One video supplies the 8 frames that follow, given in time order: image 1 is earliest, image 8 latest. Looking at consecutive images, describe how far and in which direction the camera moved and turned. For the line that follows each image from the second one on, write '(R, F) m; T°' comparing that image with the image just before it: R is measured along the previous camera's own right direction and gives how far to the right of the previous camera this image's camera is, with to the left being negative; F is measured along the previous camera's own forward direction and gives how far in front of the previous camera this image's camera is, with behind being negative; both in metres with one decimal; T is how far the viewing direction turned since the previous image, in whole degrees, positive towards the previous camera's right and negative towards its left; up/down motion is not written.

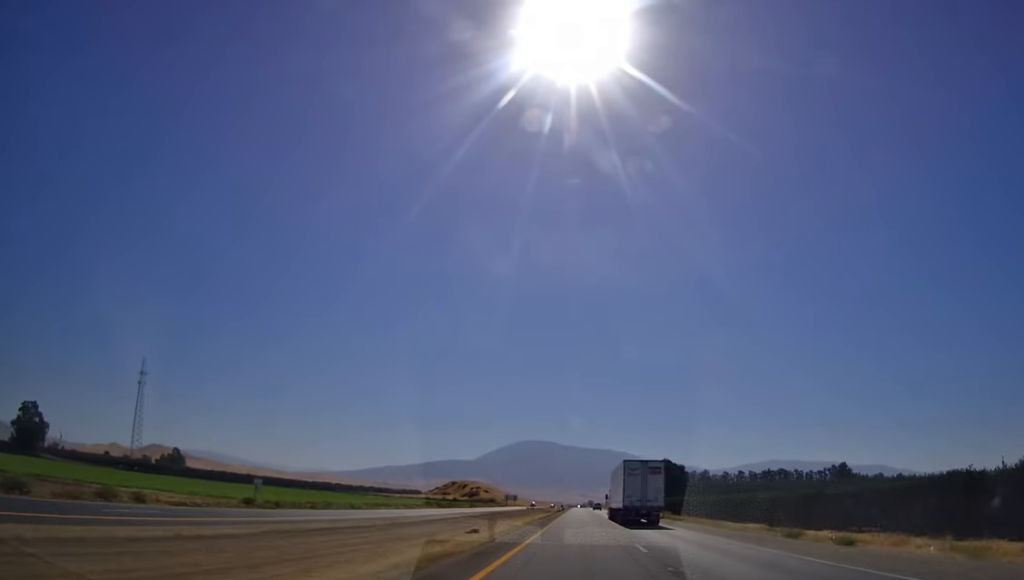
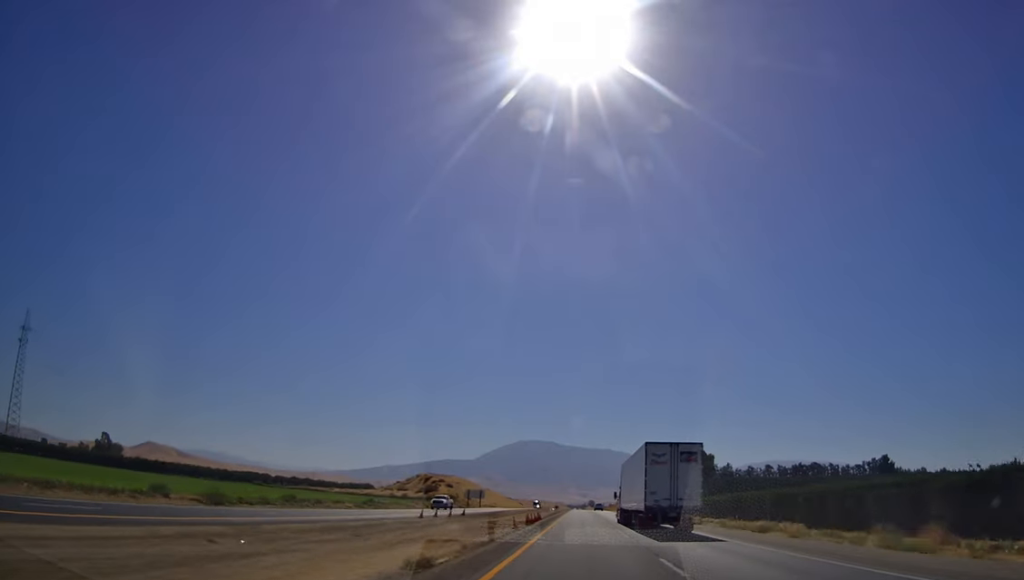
(+0.2, +88.2) m; 0°
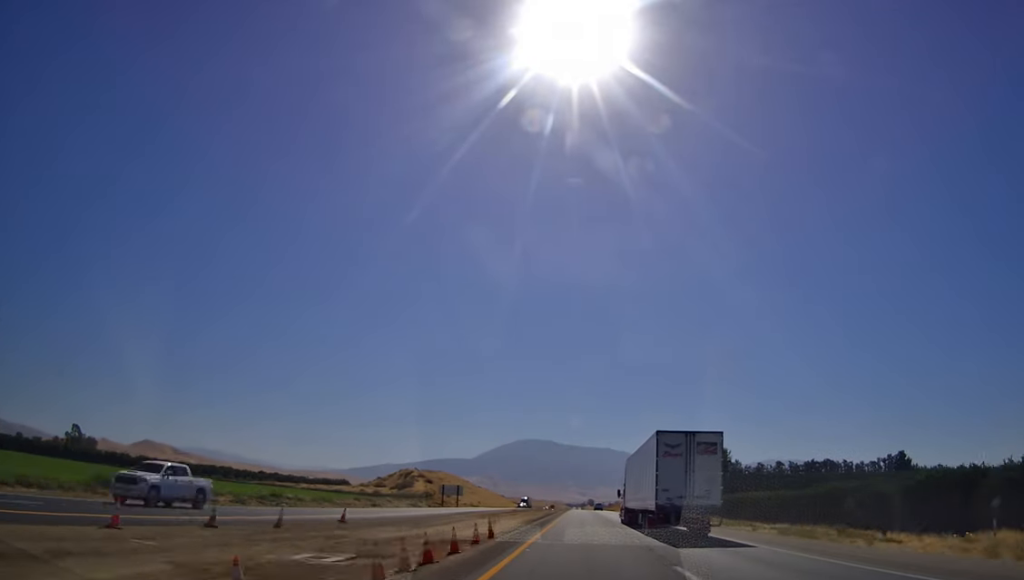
(-0.1, +31.8) m; 0°
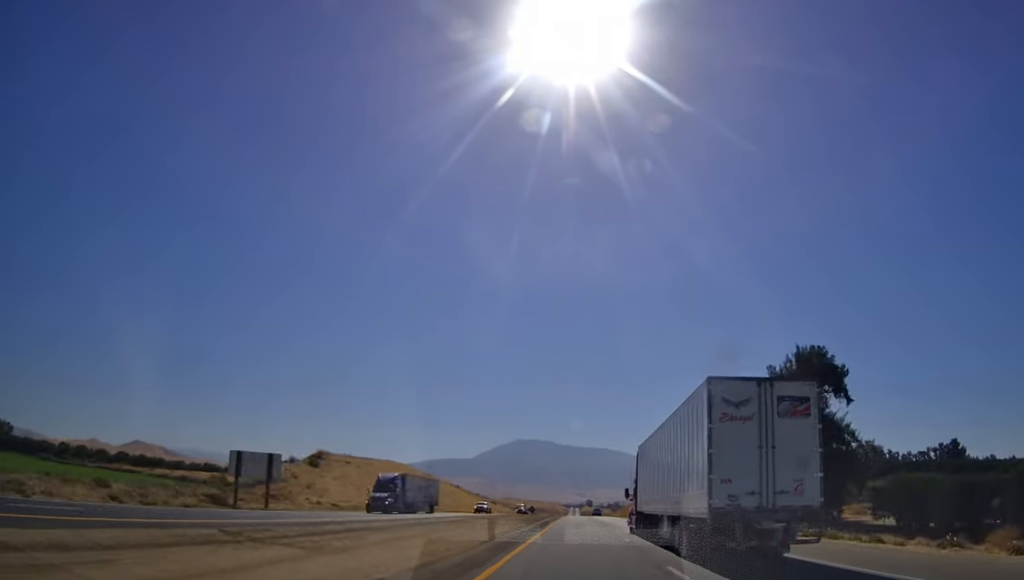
(-0.1, +89.9) m; 0°
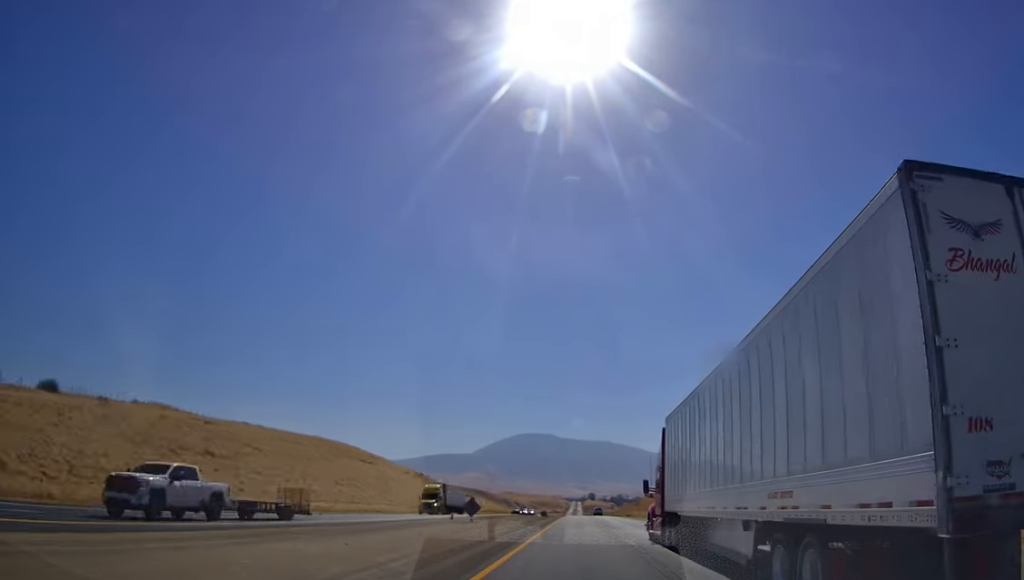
(+0.2, +74.4) m; 0°
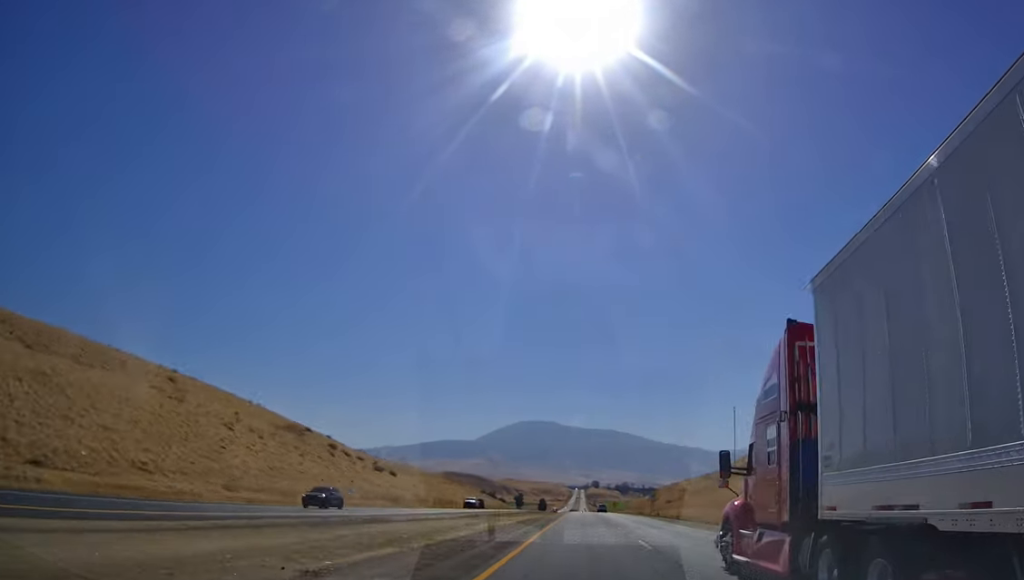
(-0.5, +97.6) m; -1°
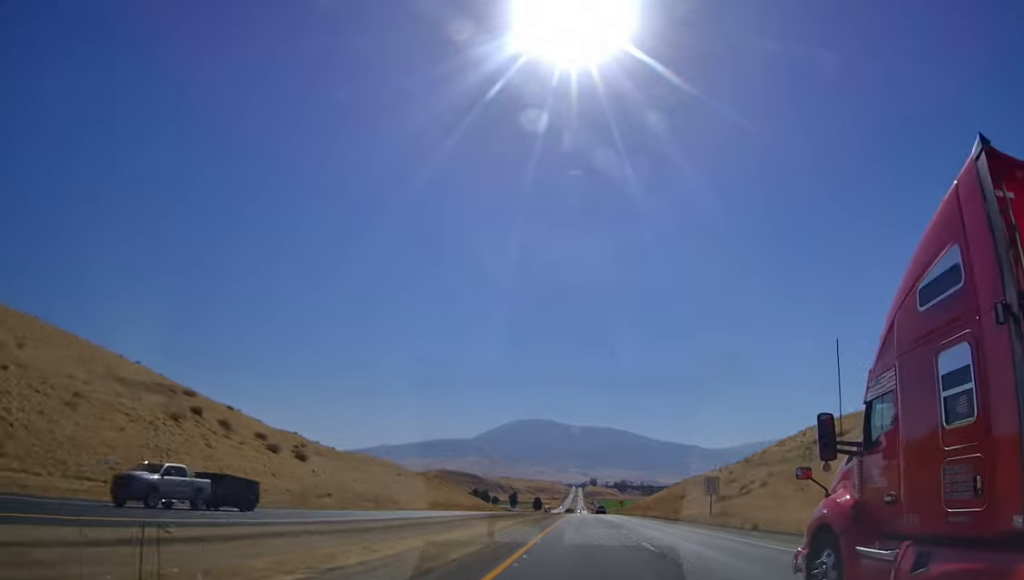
(-0.1, +43.6) m; 0°
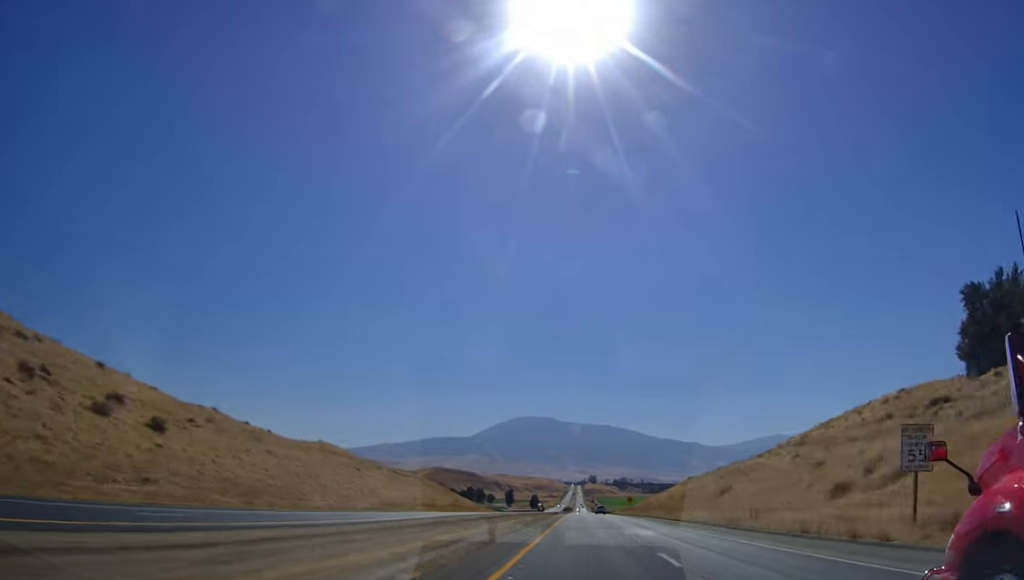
(-0.2, +33.8) m; 0°
